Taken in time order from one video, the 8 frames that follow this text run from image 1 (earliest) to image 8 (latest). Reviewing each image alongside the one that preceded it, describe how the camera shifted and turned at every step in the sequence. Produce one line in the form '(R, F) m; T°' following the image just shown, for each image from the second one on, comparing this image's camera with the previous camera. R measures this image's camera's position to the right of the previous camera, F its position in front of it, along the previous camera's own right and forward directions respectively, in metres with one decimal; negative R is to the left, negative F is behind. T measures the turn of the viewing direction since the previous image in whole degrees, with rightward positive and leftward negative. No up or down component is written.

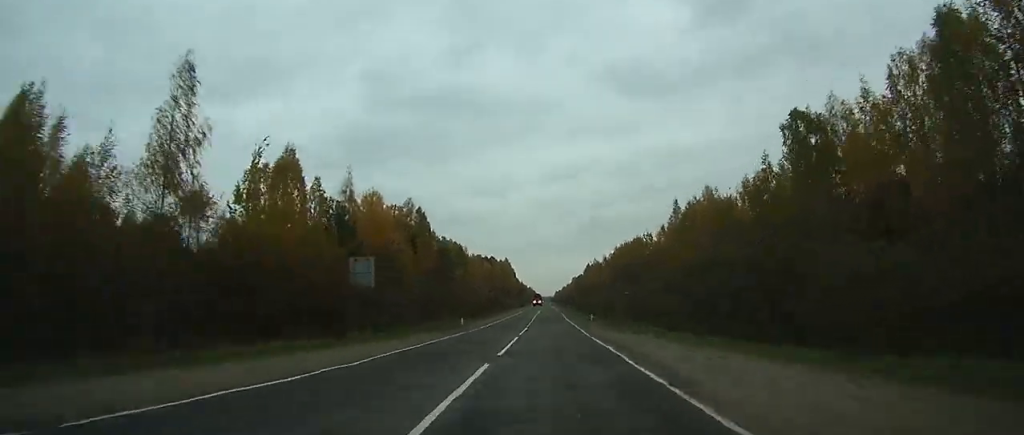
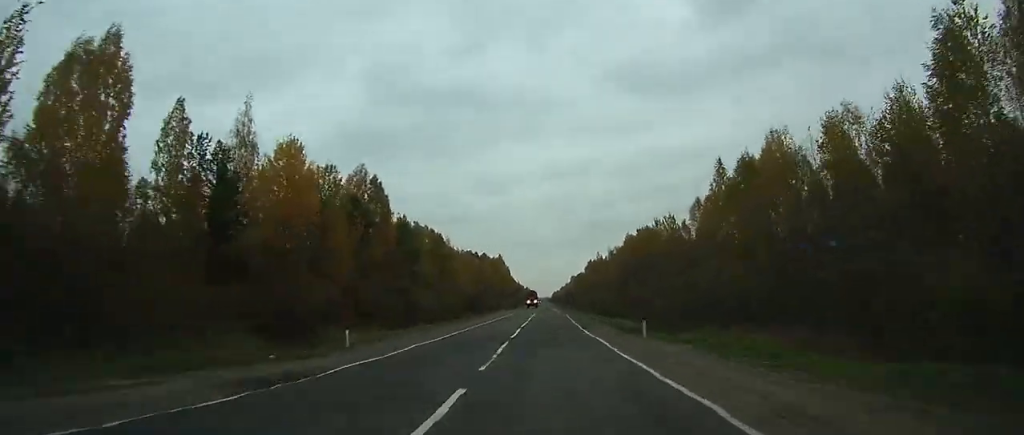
(0.0, +28.9) m; 0°
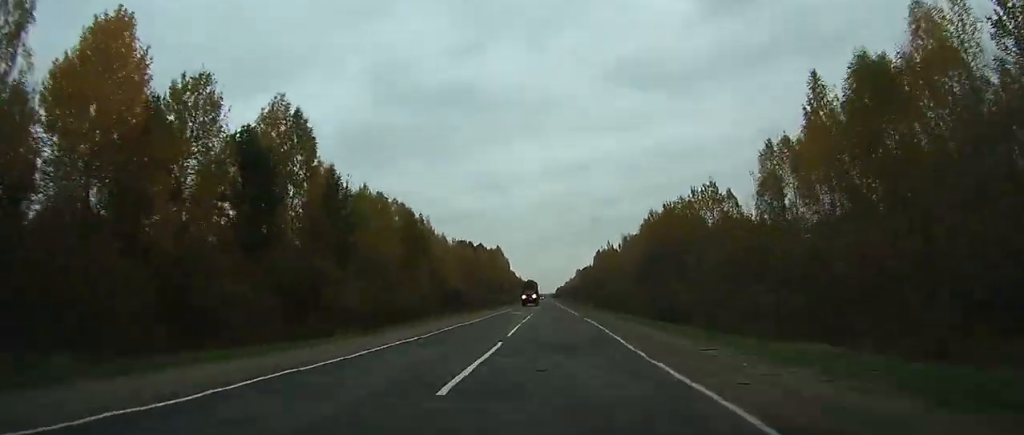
(0.0, +28.8) m; 0°
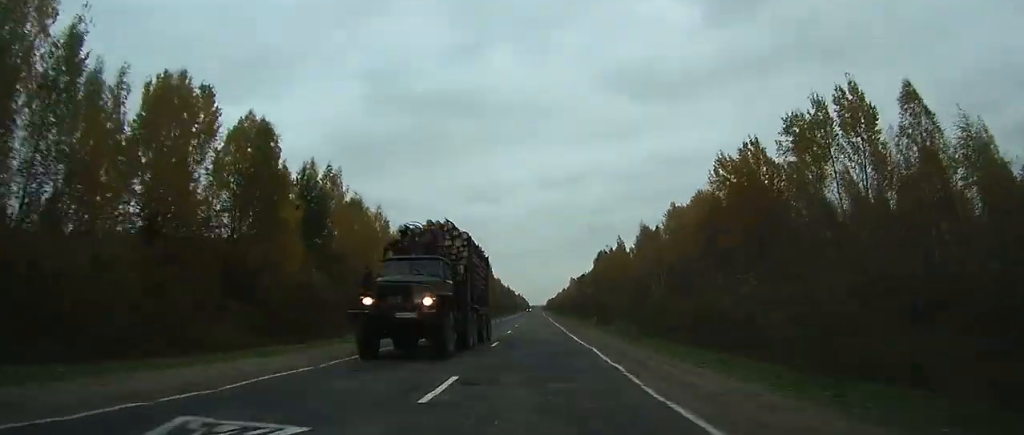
(0.0, +49.5) m; 0°
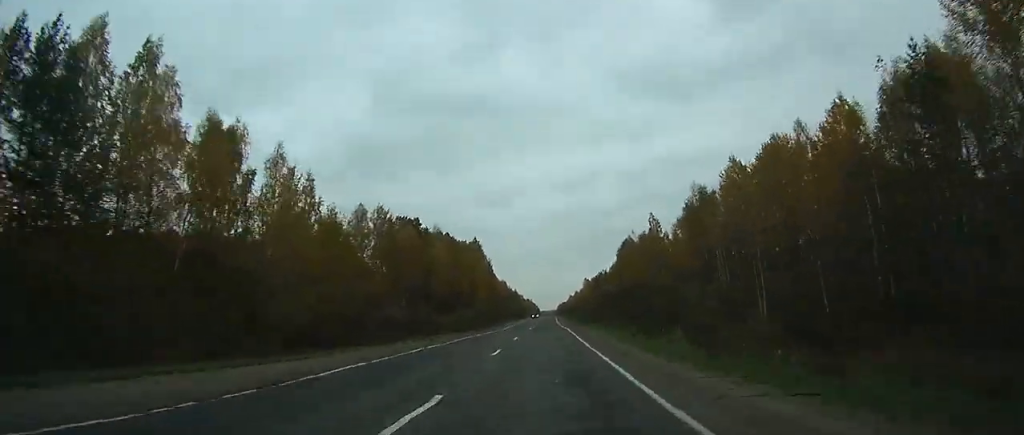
(-0.3, +38.8) m; 0°
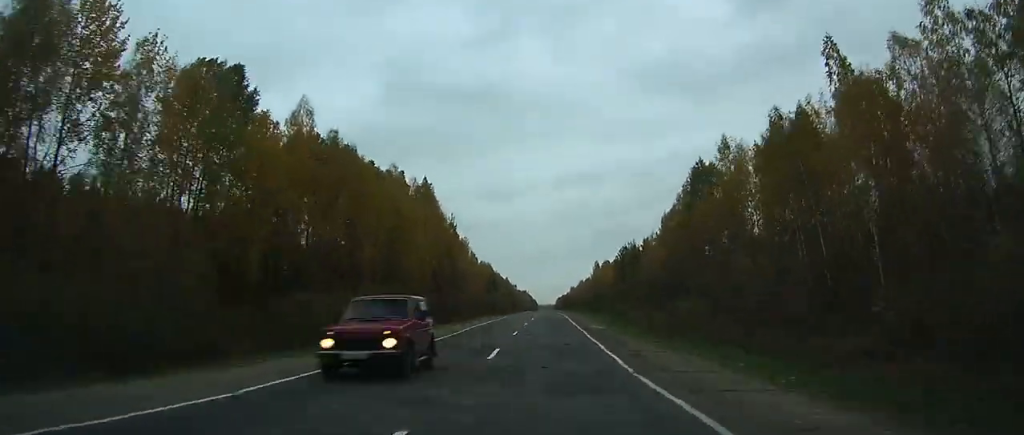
(-0.1, +74.3) m; 0°
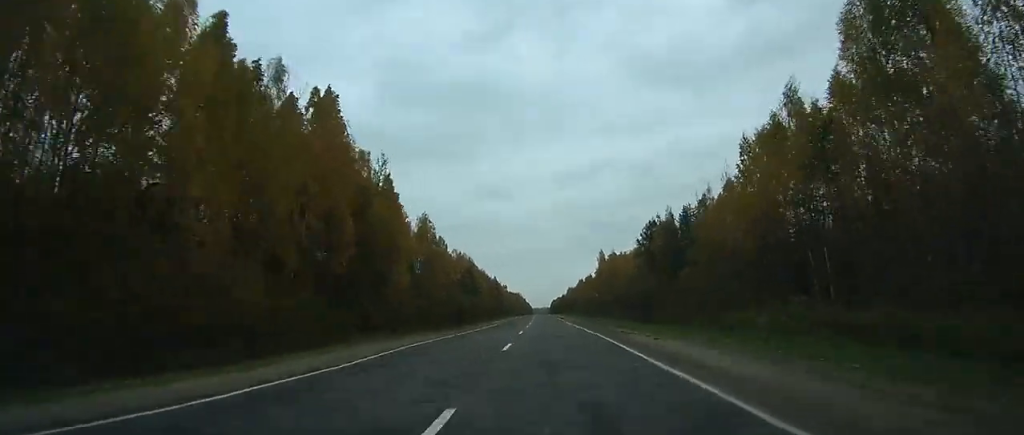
(+0.1, +48.1) m; 0°
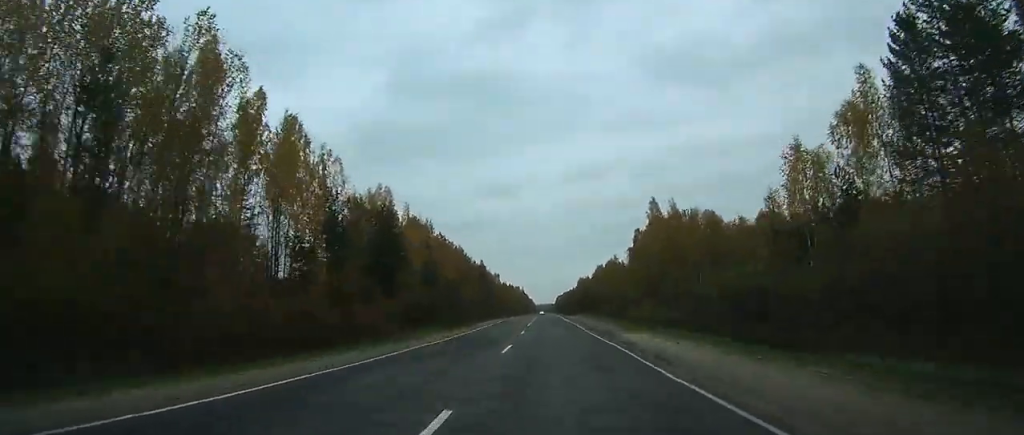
(0.0, +88.7) m; 0°
